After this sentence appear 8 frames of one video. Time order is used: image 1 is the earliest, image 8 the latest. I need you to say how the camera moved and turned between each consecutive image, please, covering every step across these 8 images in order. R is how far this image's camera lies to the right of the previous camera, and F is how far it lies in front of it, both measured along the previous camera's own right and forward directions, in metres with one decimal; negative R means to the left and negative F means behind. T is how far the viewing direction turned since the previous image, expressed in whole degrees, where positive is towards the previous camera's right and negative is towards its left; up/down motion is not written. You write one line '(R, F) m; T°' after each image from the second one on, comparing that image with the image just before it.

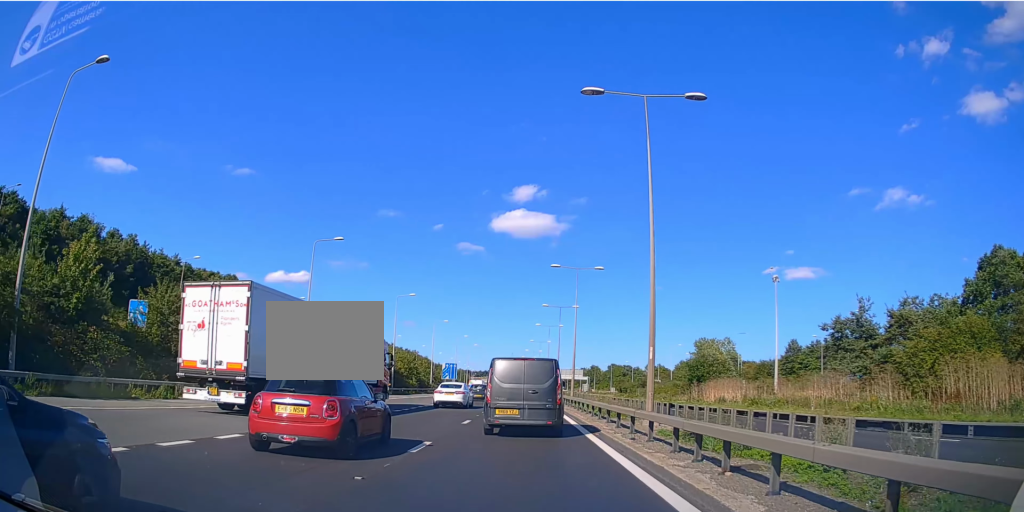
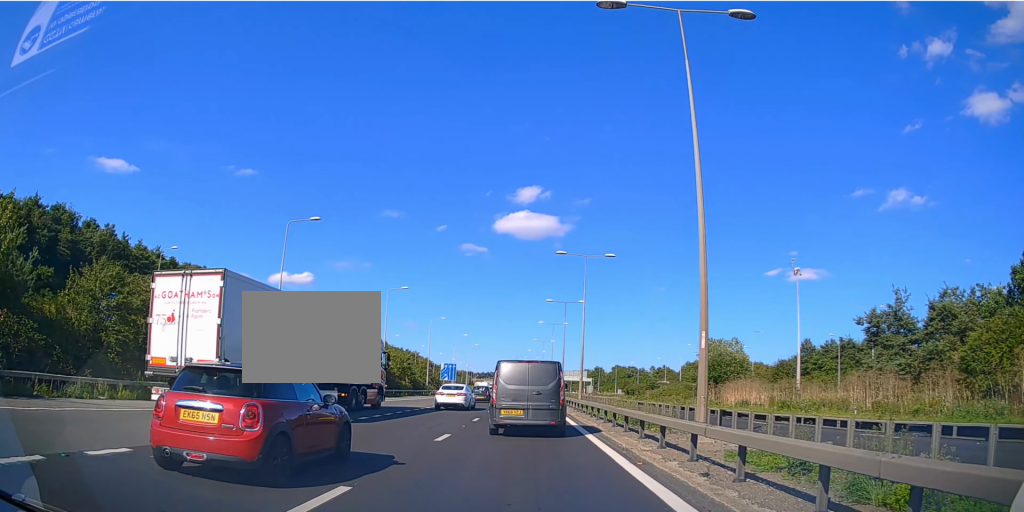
(0.0, +6.0) m; 0°
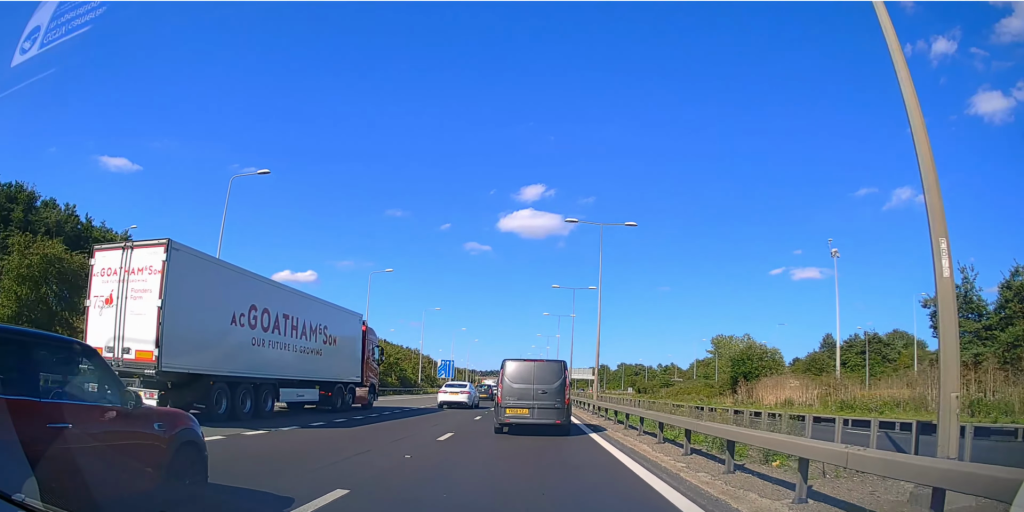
(+0.1, +9.2) m; +1°
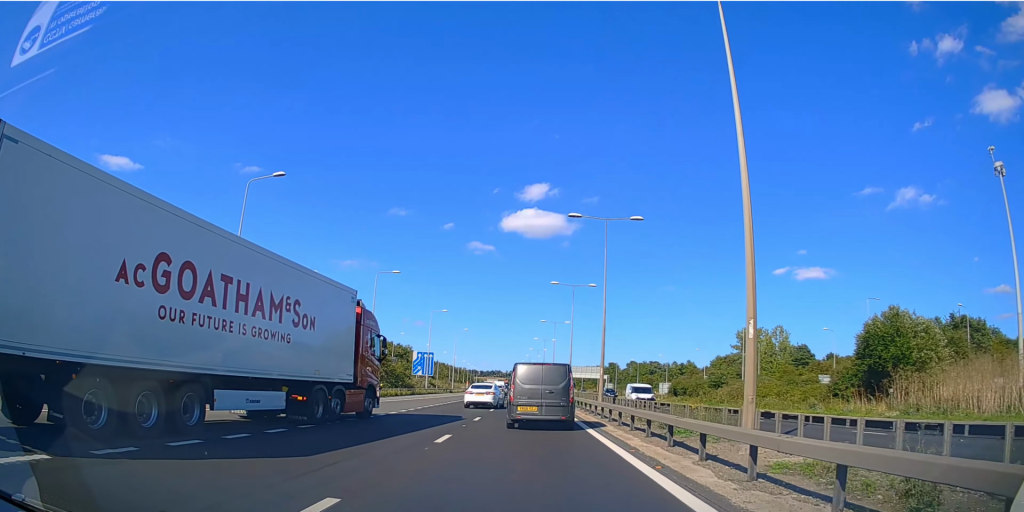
(+0.1, +27.8) m; -1°
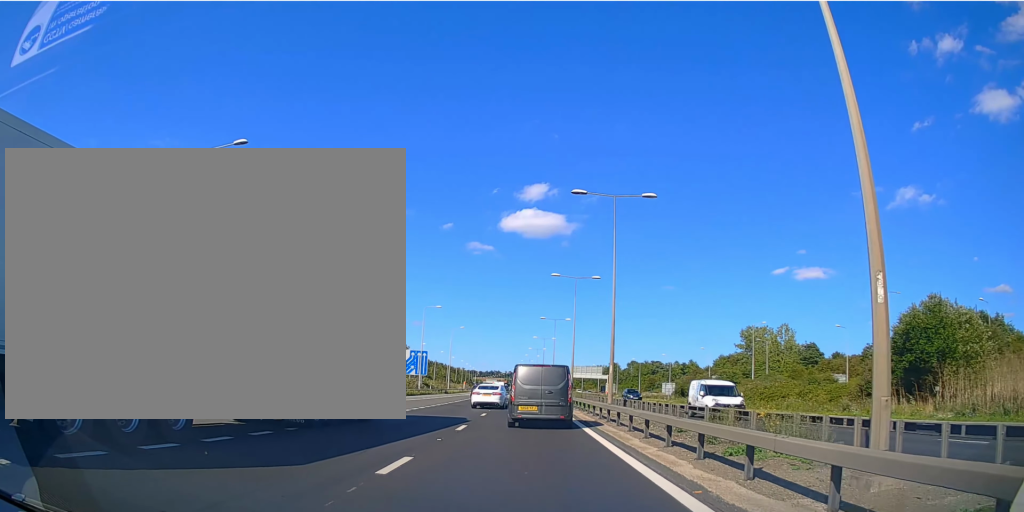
(+0.1, +4.8) m; 0°
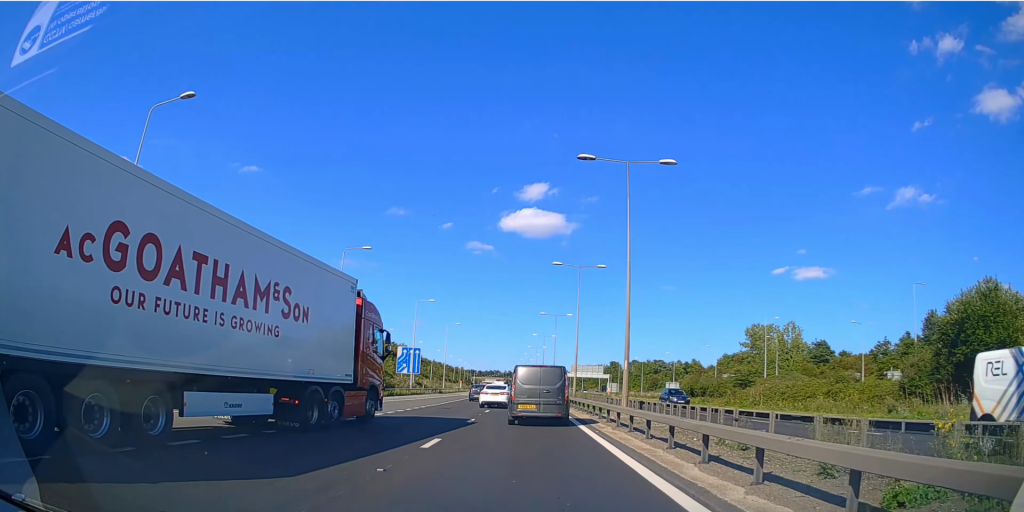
(-0.1, +5.2) m; 0°
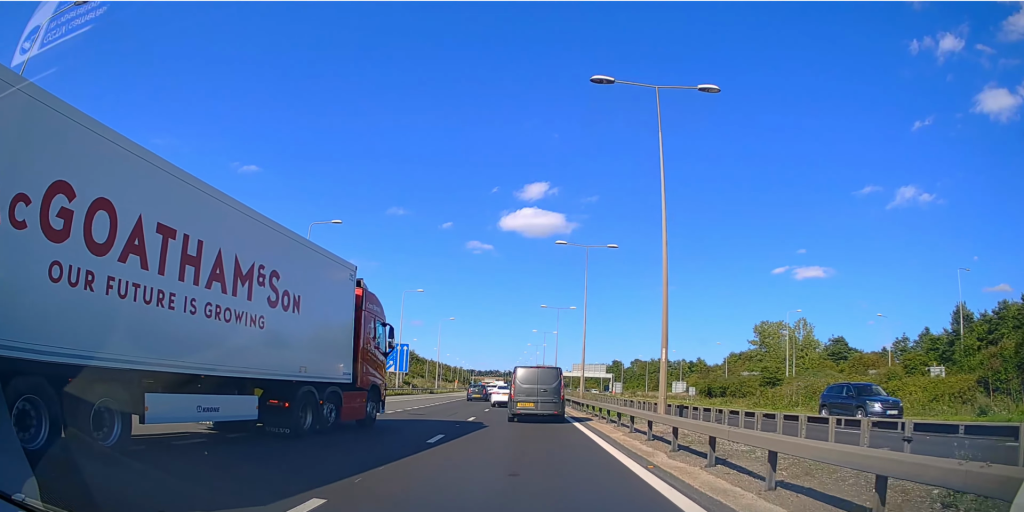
(0.0, +7.6) m; 0°
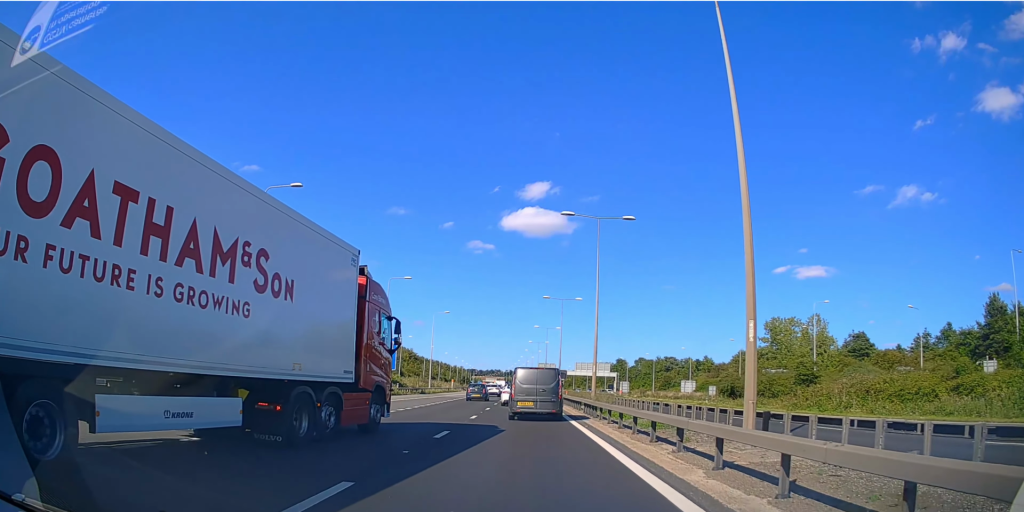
(+0.1, +7.4) m; 0°
